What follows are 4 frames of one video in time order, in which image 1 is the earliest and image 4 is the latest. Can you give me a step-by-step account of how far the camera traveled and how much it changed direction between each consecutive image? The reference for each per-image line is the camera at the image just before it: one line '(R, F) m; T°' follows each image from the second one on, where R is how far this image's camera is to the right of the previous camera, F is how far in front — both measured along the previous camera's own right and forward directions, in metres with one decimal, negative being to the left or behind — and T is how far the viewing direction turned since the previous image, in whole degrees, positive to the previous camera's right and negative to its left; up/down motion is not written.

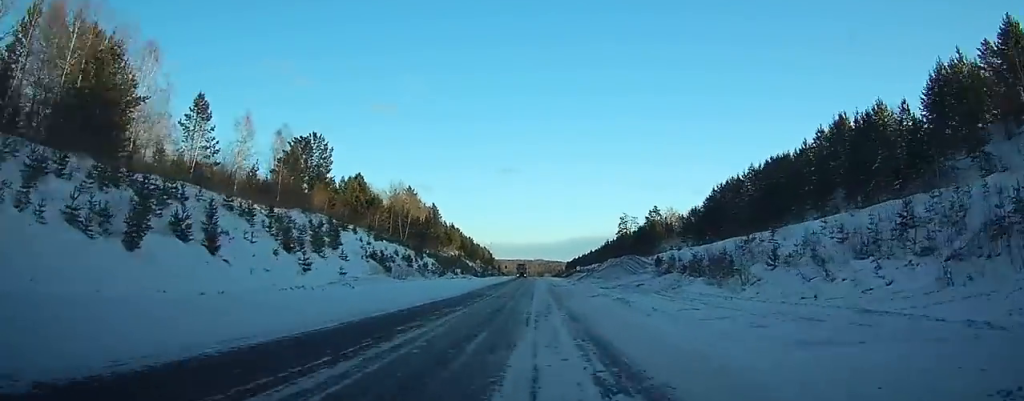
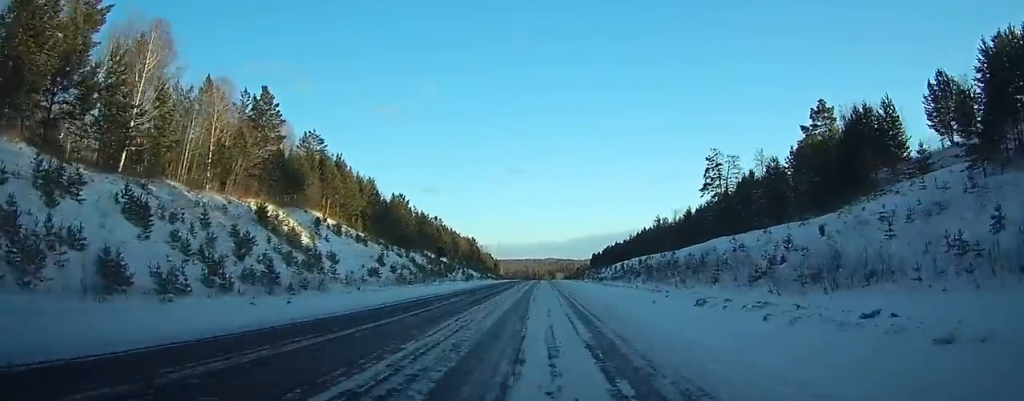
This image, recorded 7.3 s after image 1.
(-5.9, +147.8) m; -3°
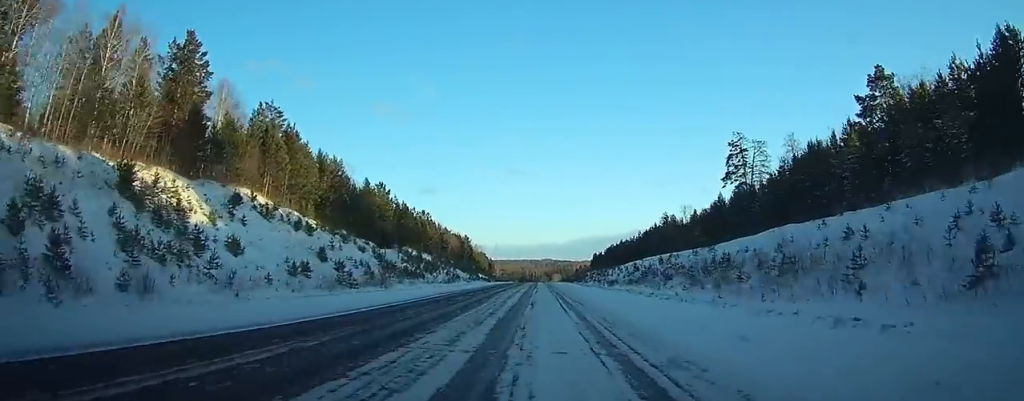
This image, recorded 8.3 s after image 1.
(0.0, +20.6) m; 0°
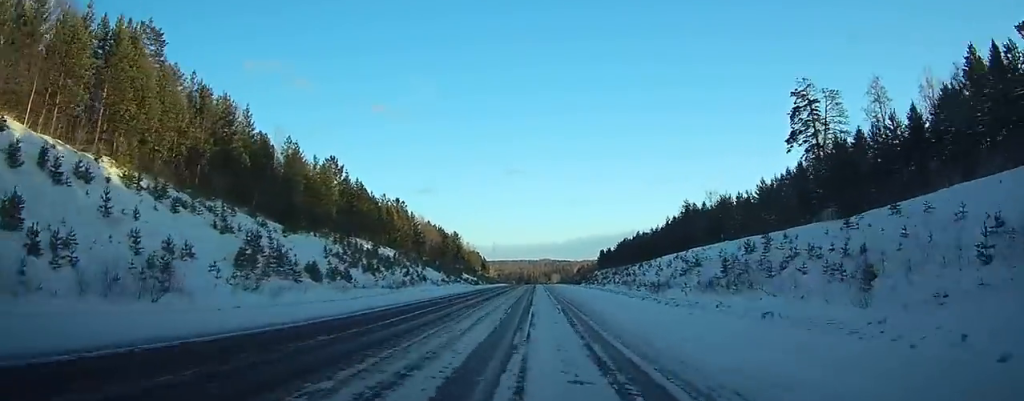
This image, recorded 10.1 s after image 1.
(0.0, +37.2) m; 0°
